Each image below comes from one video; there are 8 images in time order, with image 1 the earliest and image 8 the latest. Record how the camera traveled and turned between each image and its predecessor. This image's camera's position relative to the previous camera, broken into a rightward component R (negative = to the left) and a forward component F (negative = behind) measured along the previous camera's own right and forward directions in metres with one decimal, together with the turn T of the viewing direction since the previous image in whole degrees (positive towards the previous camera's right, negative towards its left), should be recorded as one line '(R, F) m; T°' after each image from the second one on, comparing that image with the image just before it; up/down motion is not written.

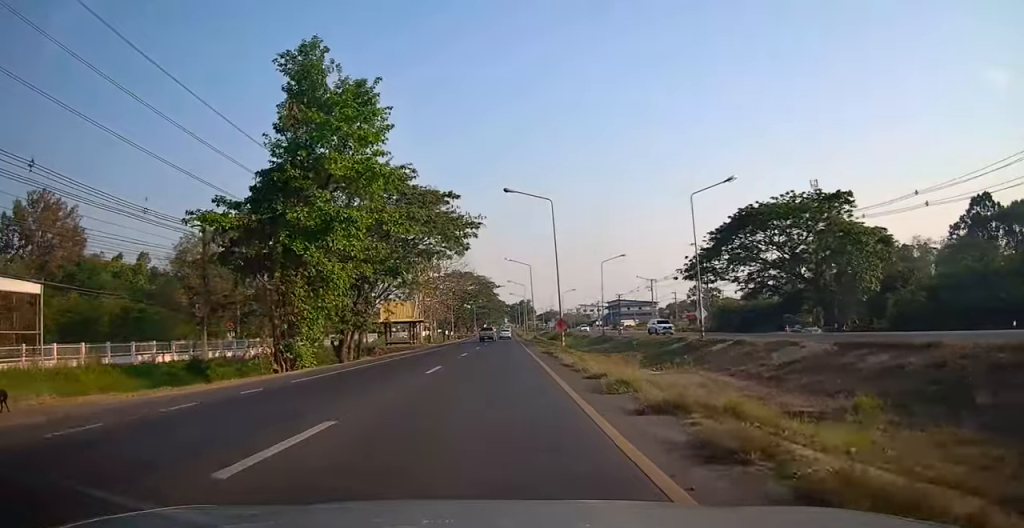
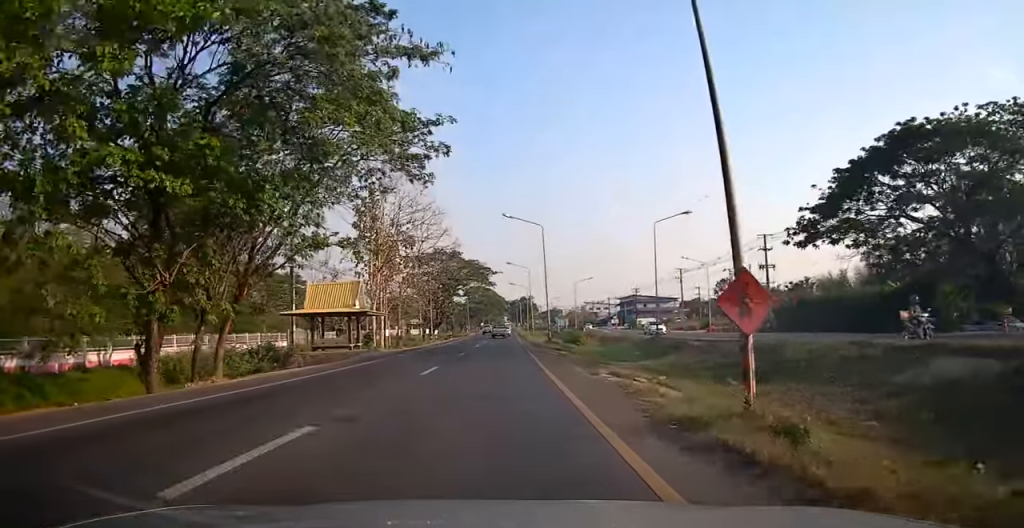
(-0.7, +25.0) m; -3°
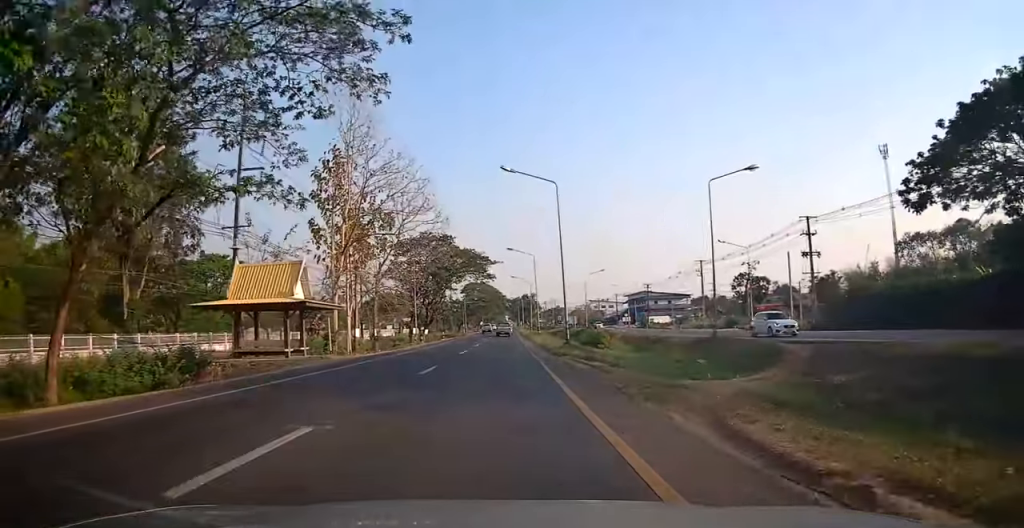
(0.0, +12.2) m; 0°
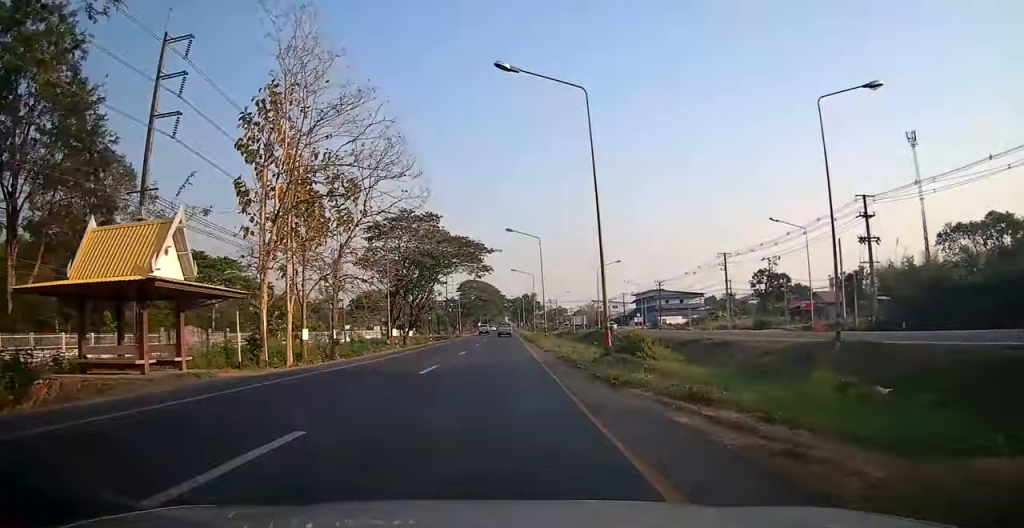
(0.0, +12.4) m; 0°
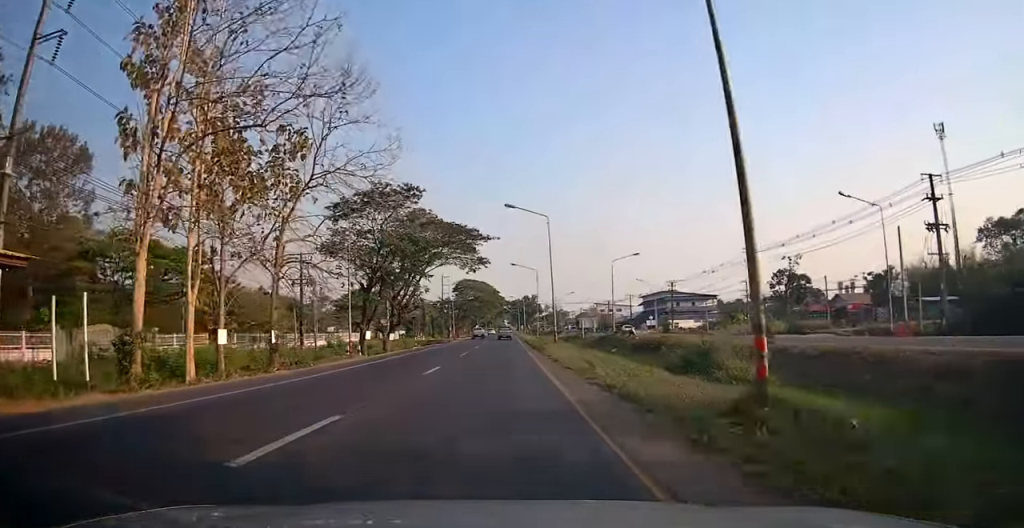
(0.0, +10.8) m; 0°
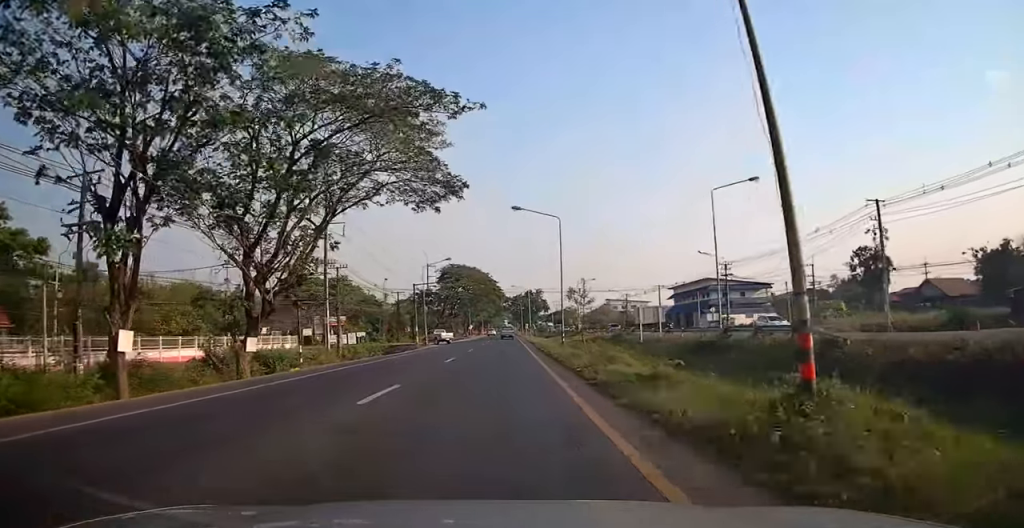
(0.0, +32.2) m; 0°
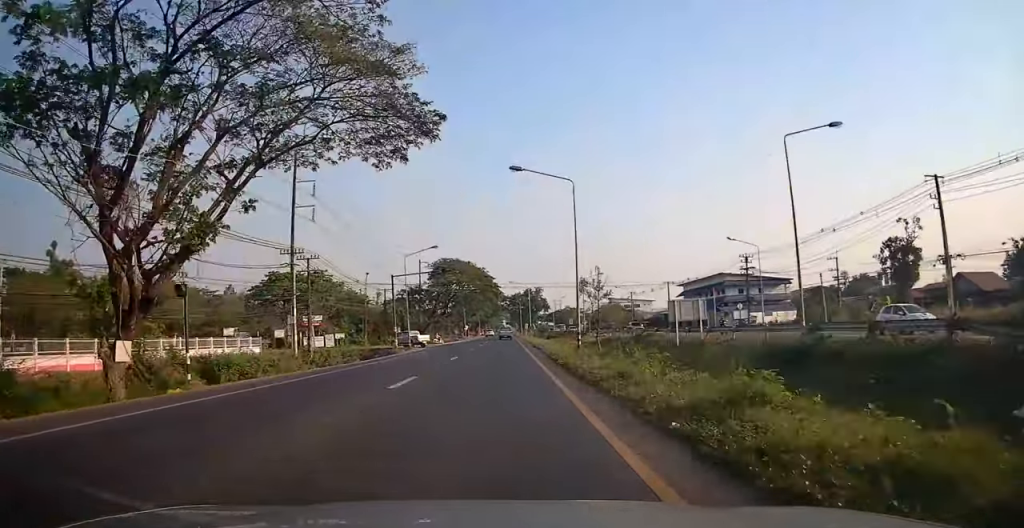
(0.0, +9.5) m; +1°
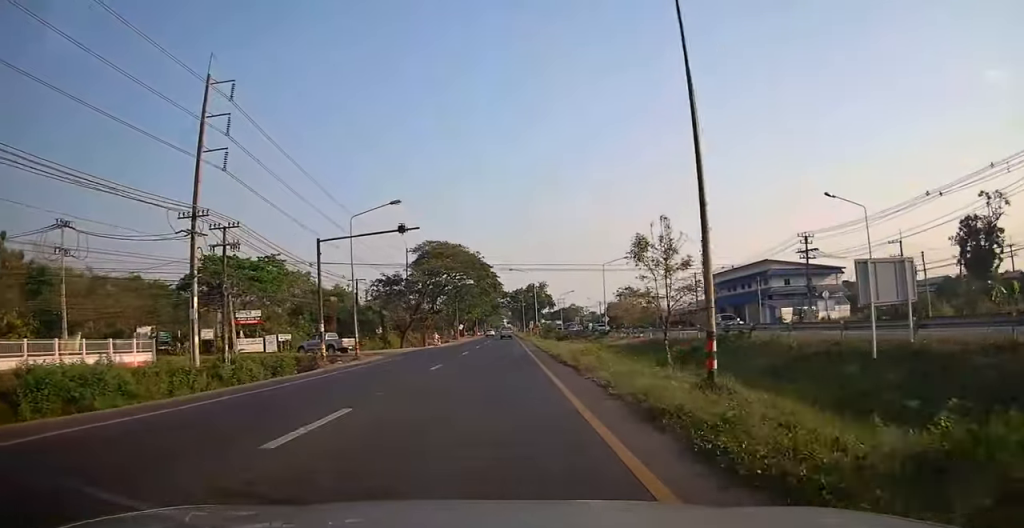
(+0.5, +18.4) m; +1°
